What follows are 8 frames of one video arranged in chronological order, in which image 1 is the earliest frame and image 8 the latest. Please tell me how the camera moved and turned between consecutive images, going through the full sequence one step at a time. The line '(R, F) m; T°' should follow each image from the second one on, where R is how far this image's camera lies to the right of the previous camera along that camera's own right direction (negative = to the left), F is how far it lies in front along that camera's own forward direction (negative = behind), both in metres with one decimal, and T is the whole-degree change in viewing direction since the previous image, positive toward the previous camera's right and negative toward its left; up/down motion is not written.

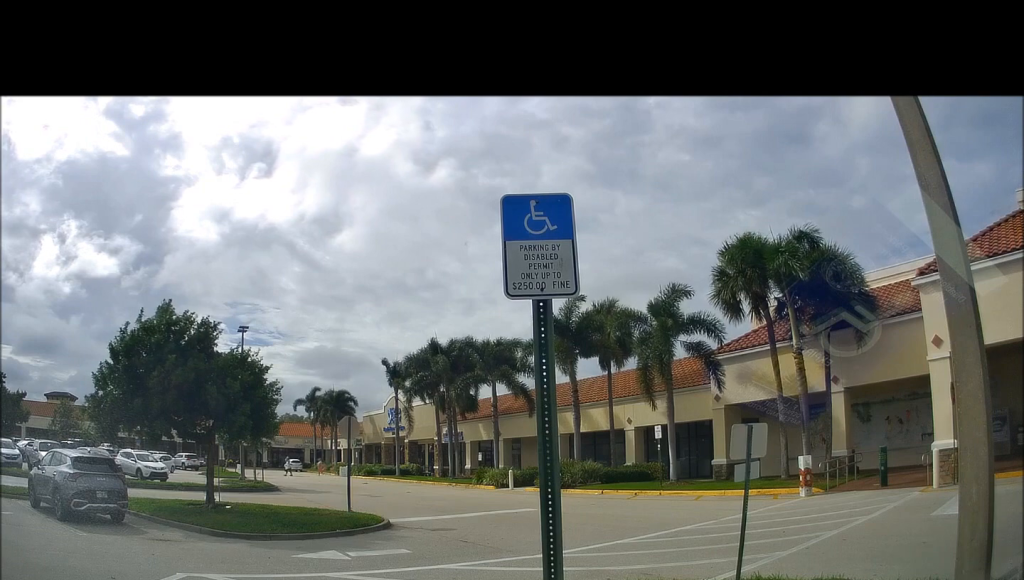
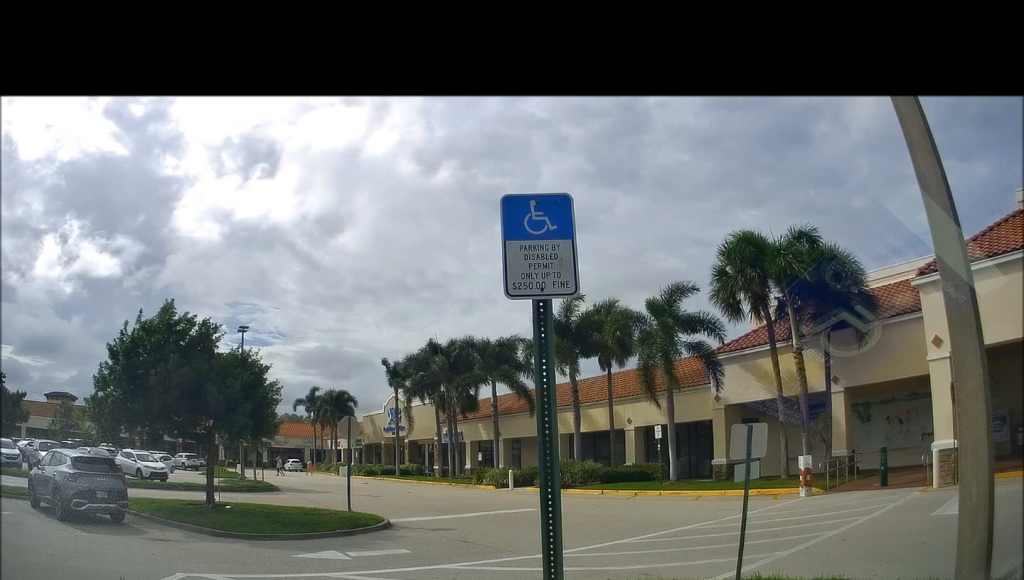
(0.0, 0.0) m; 0°
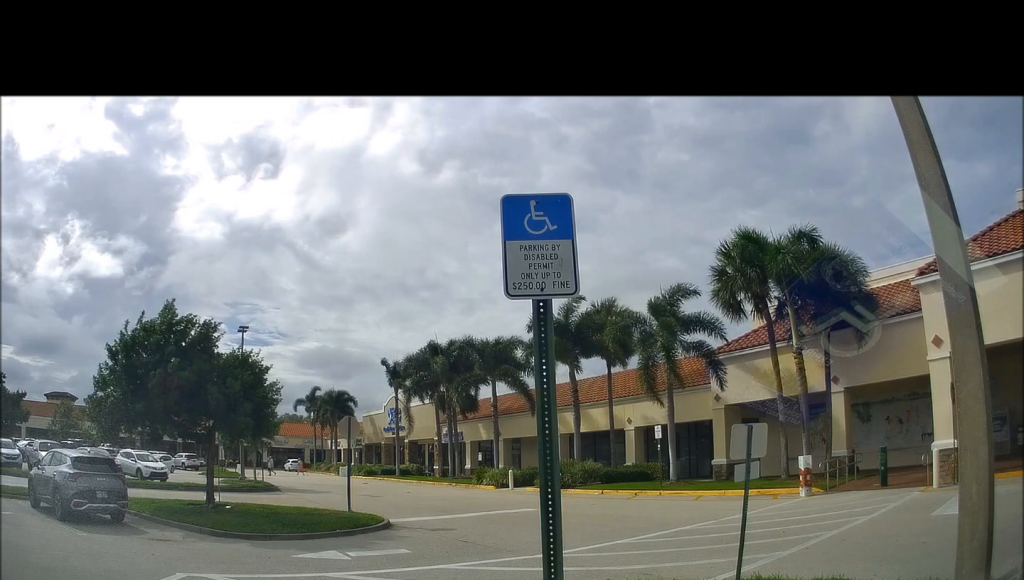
(0.0, 0.0) m; 0°
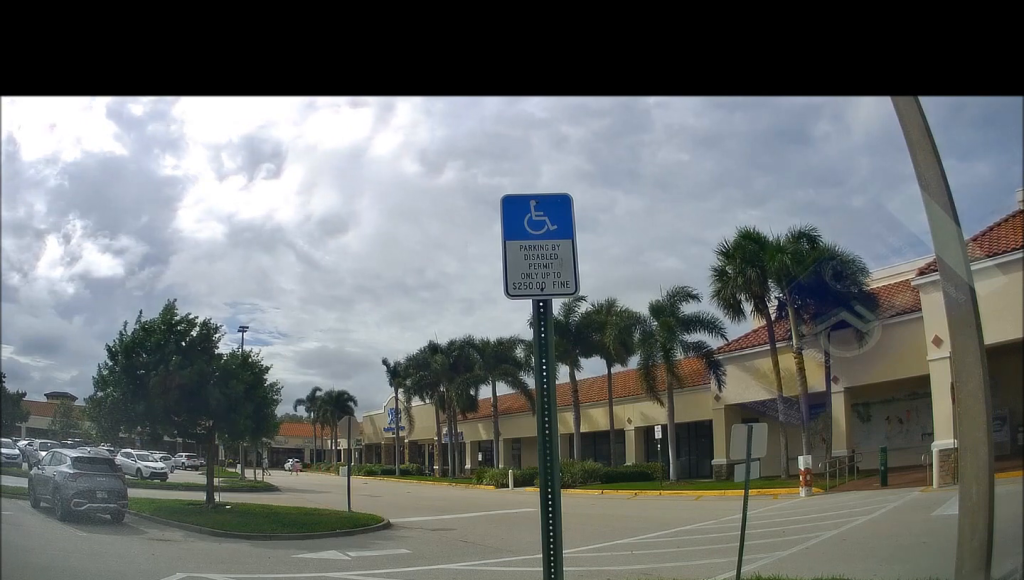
(0.0, 0.0) m; 0°
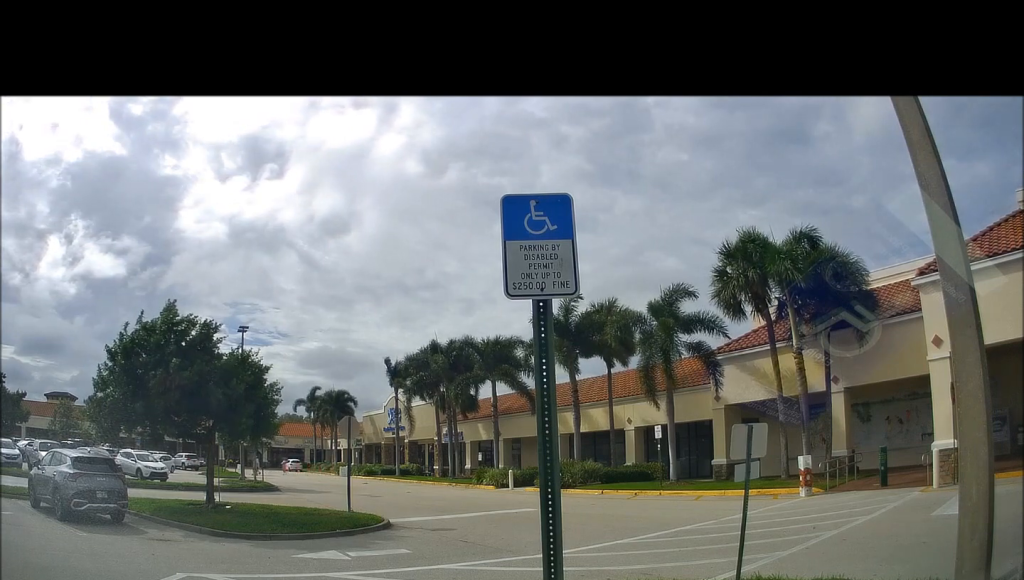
(0.0, 0.0) m; 0°
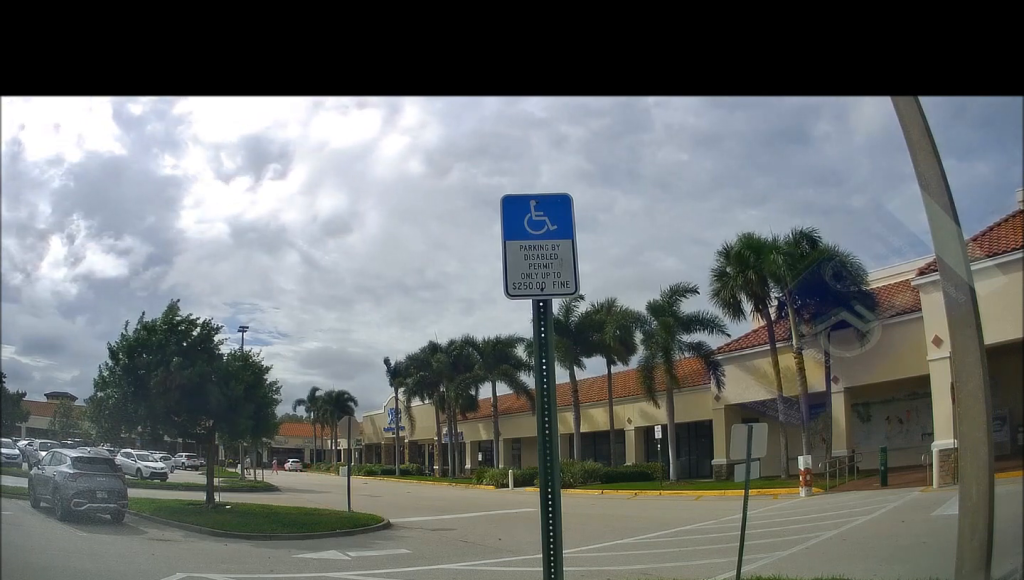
(0.0, 0.0) m; 0°
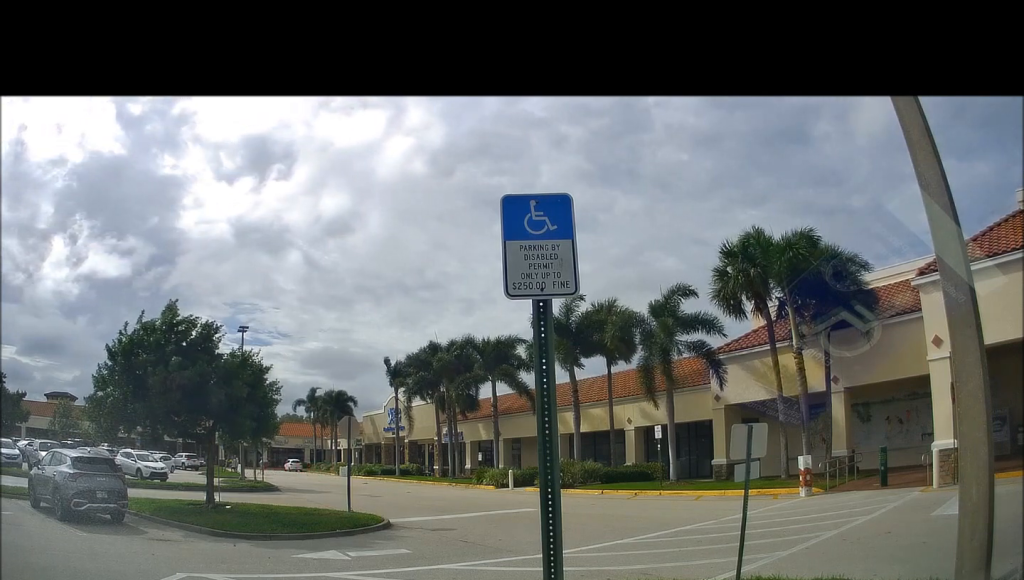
(0.0, 0.0) m; 0°
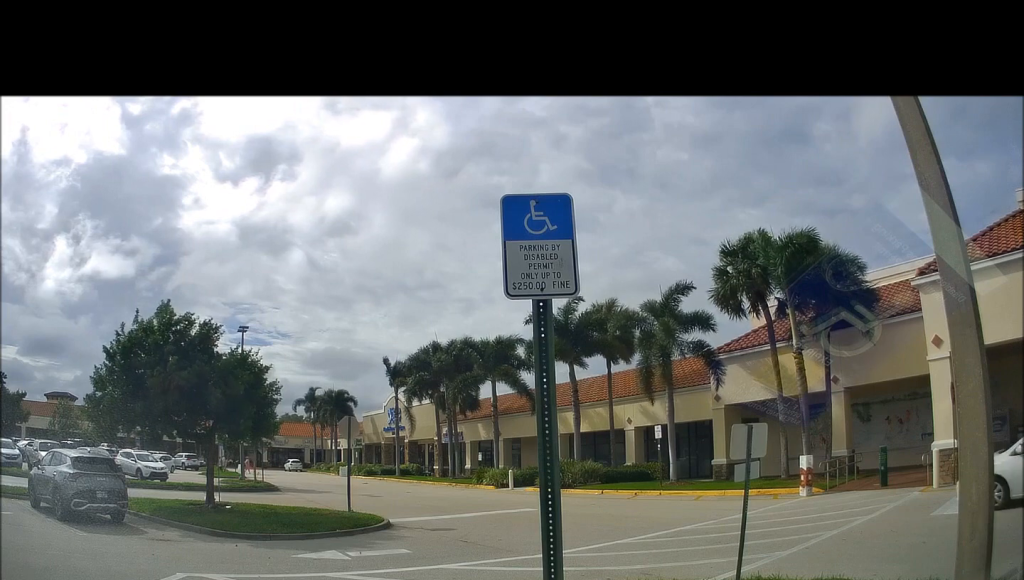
(0.0, 0.0) m; 0°
